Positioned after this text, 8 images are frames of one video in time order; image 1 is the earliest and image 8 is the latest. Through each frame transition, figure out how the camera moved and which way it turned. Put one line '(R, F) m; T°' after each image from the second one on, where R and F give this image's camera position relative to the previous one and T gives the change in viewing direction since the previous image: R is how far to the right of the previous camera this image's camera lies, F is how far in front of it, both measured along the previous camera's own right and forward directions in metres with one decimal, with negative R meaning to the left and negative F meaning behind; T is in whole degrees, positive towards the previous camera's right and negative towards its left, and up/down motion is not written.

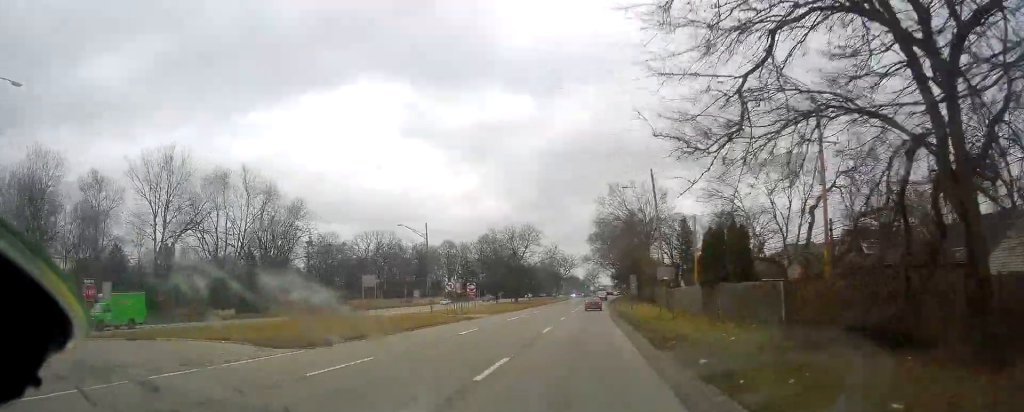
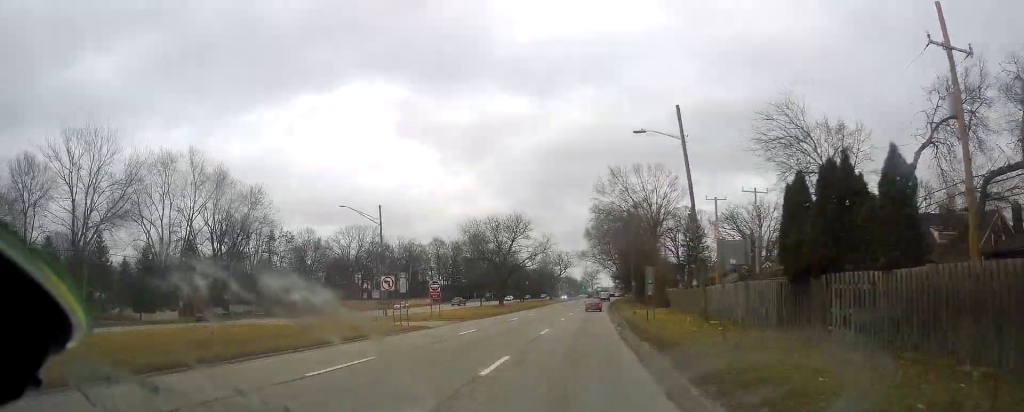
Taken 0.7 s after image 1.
(+0.4, +14.7) m; +1°
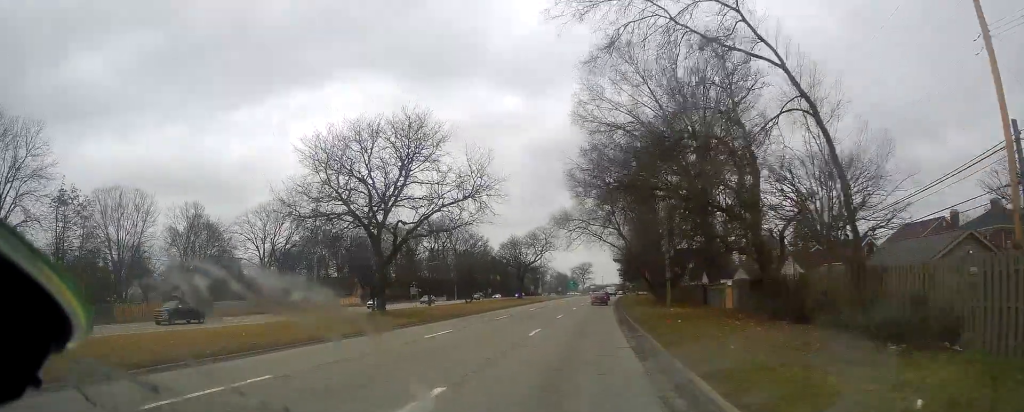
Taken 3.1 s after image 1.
(+0.2, +49.1) m; +1°
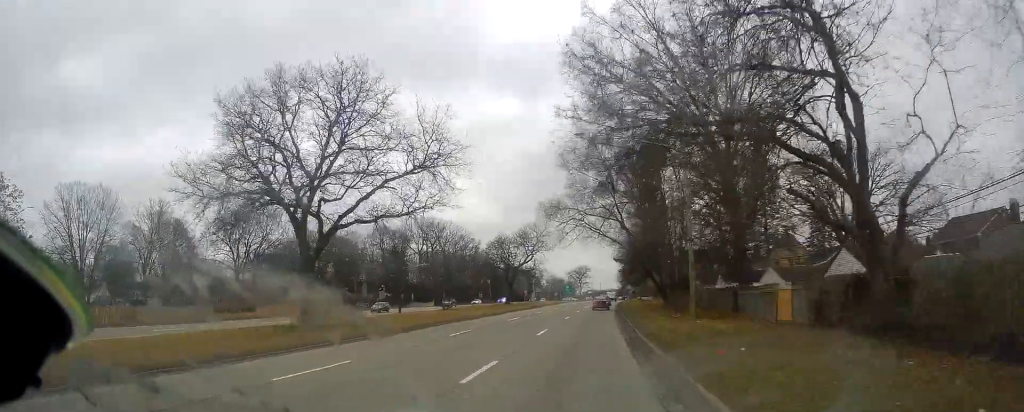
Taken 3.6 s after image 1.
(0.0, +11.0) m; 0°
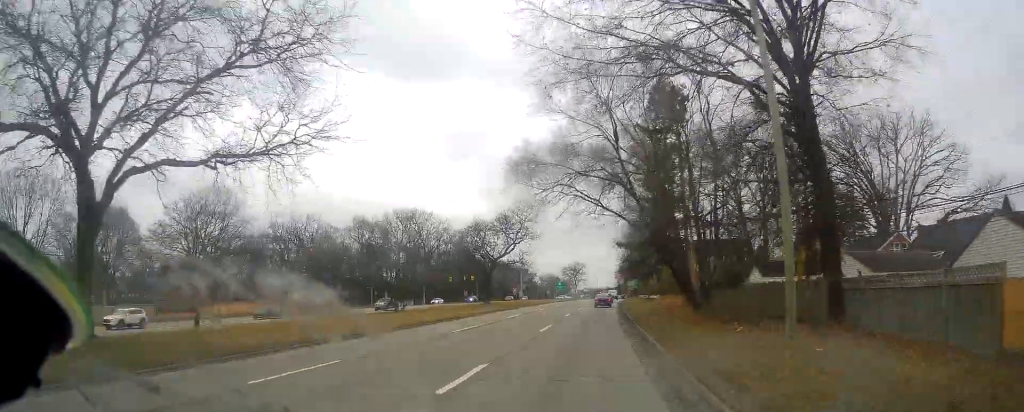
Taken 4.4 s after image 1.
(0.0, +15.7) m; 0°
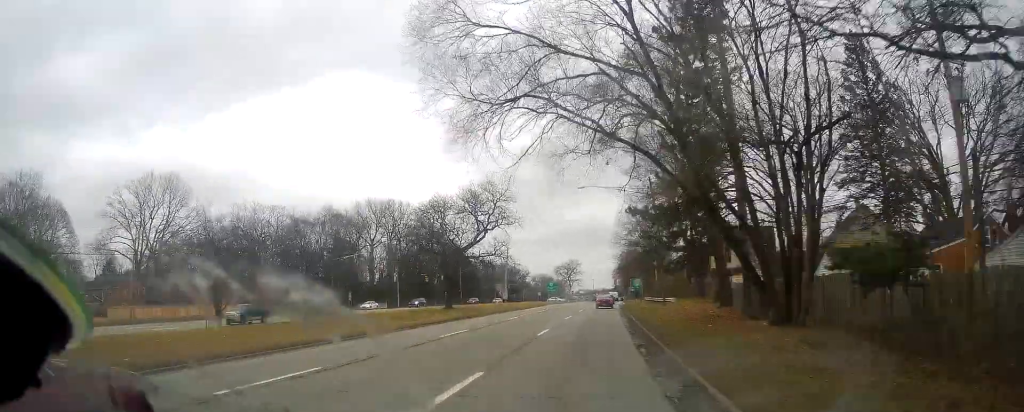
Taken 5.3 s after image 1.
(0.0, +17.8) m; 0°
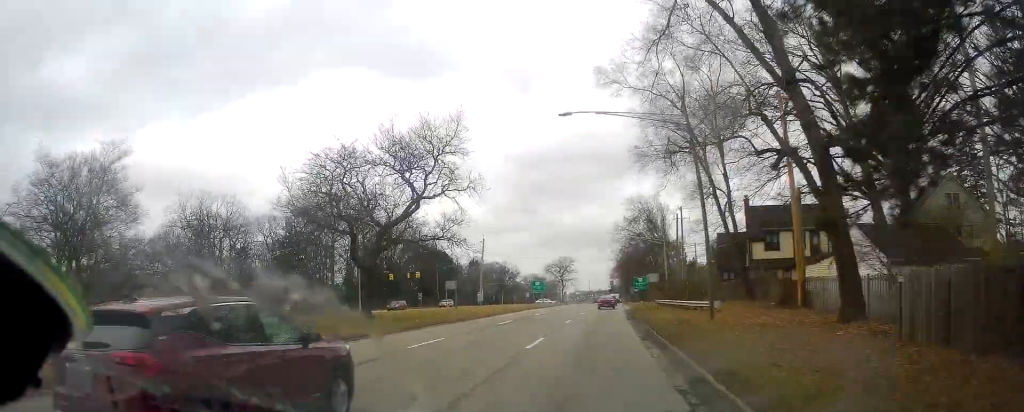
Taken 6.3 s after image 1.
(0.0, +21.6) m; 0°
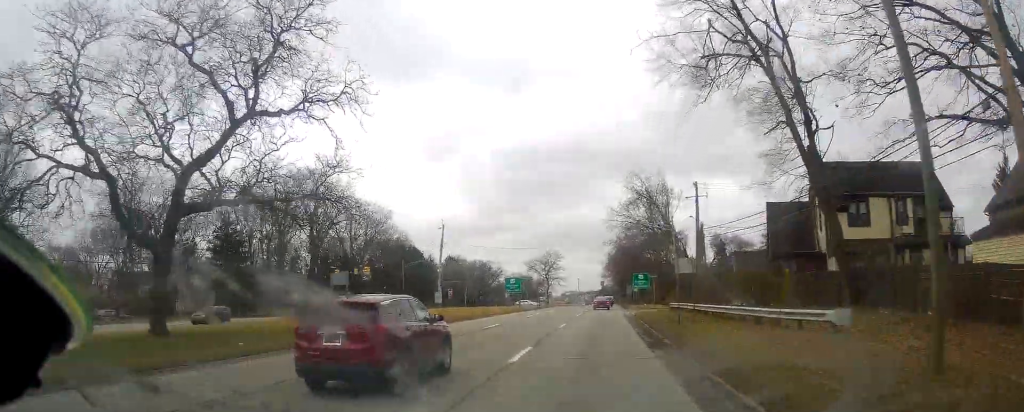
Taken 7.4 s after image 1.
(0.0, +20.3) m; +1°
